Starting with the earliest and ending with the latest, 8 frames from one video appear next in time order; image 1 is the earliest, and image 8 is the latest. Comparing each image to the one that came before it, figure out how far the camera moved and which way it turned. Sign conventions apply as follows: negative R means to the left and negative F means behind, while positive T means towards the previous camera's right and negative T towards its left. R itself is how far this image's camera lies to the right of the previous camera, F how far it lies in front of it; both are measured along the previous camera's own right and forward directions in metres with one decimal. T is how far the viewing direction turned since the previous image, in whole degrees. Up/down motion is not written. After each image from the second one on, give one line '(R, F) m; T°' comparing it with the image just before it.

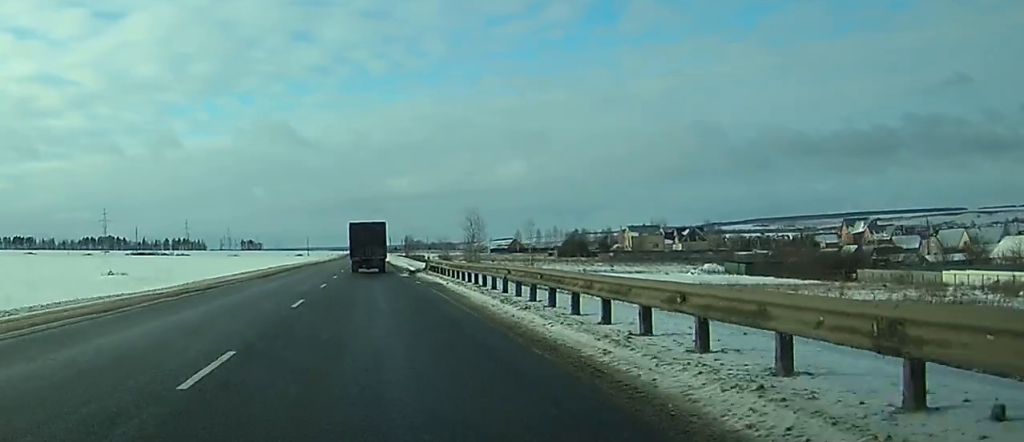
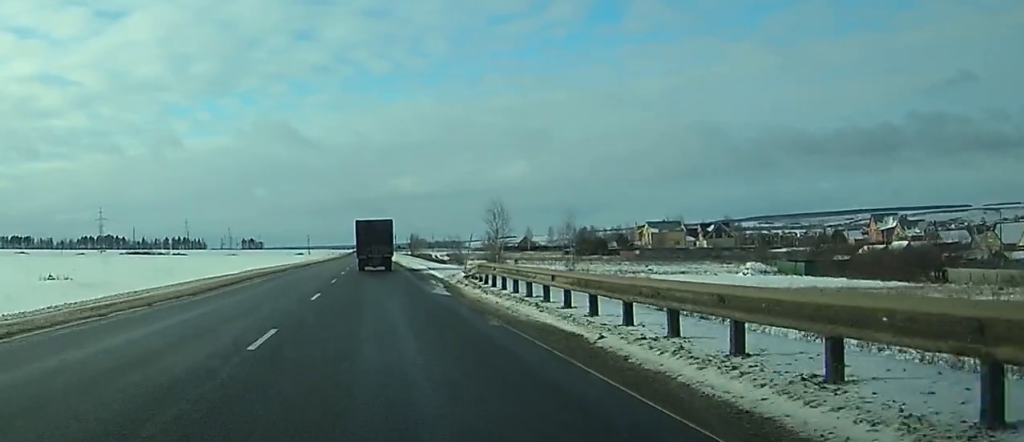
(0.0, +20.7) m; 0°
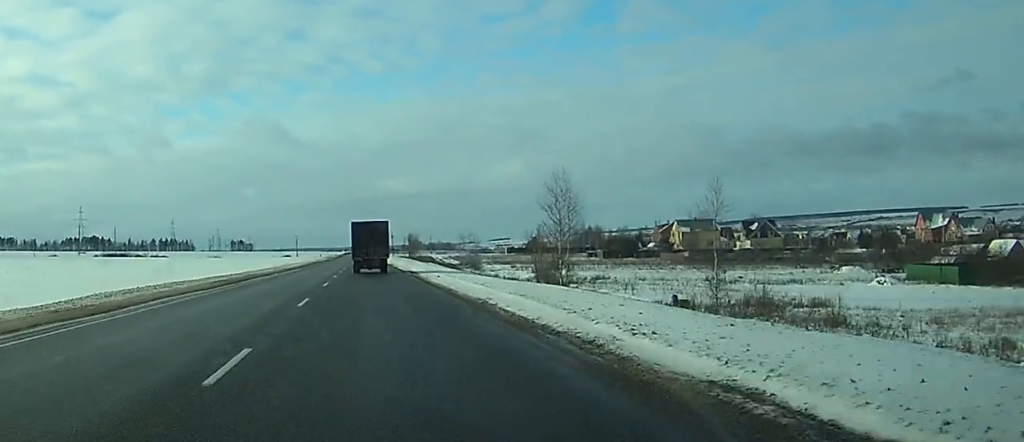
(+0.4, +39.4) m; +1°
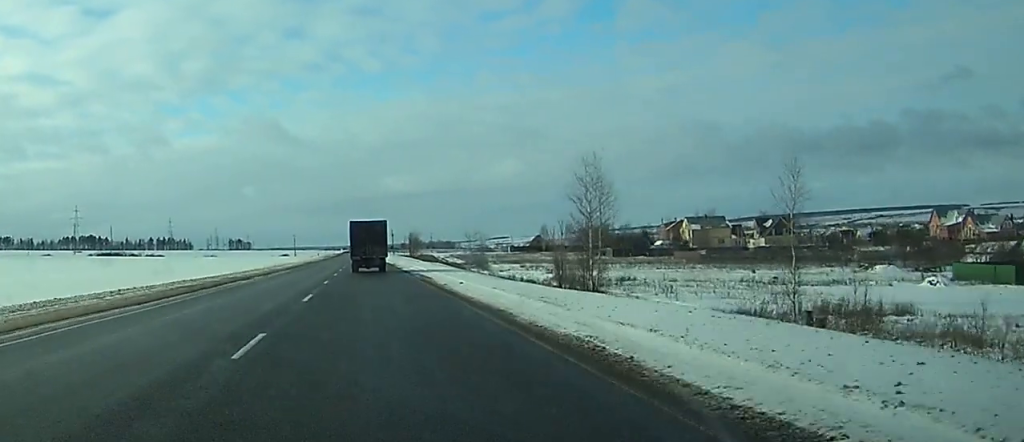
(+0.1, +10.1) m; 0°
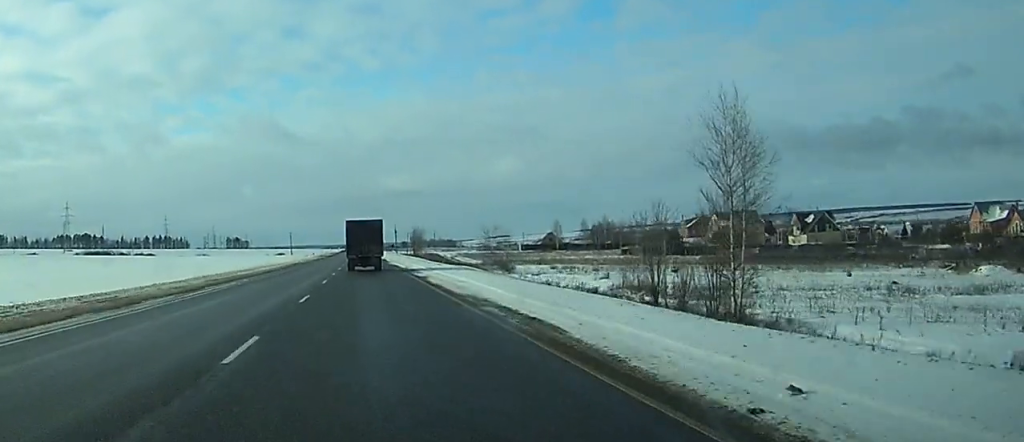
(0.0, +24.7) m; 0°
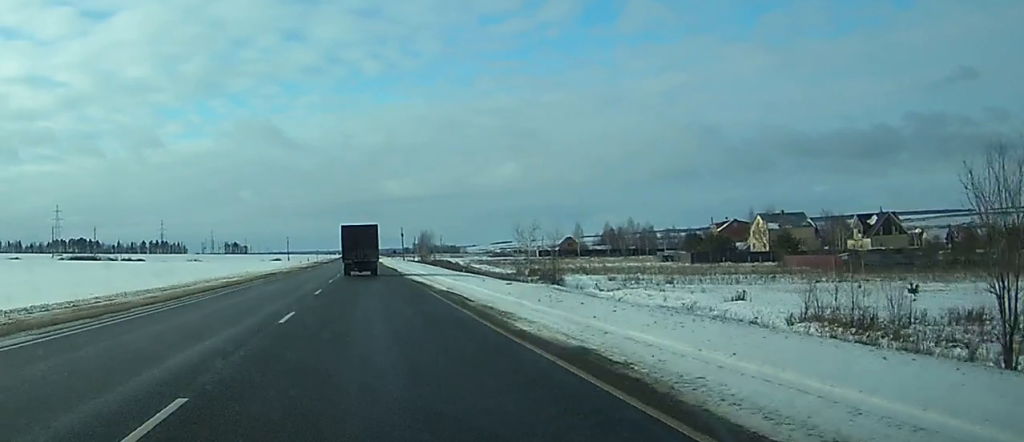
(0.0, +29.0) m; 0°
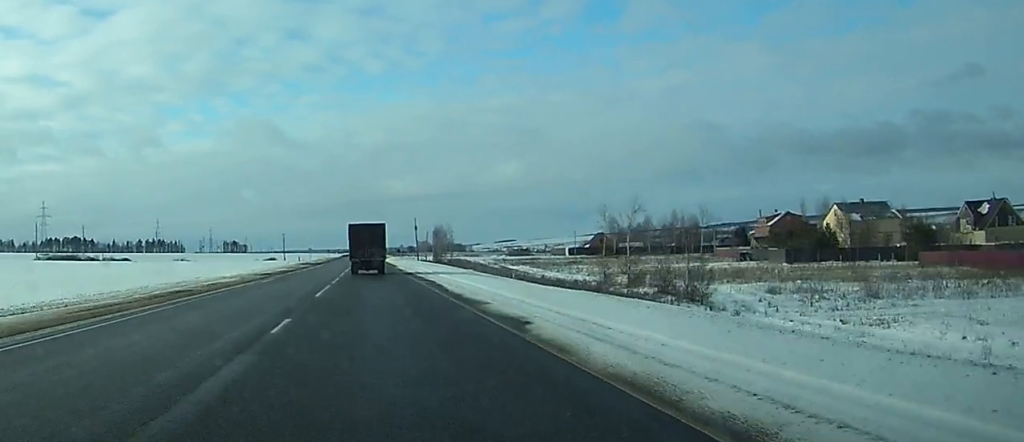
(+0.5, +37.8) m; +1°
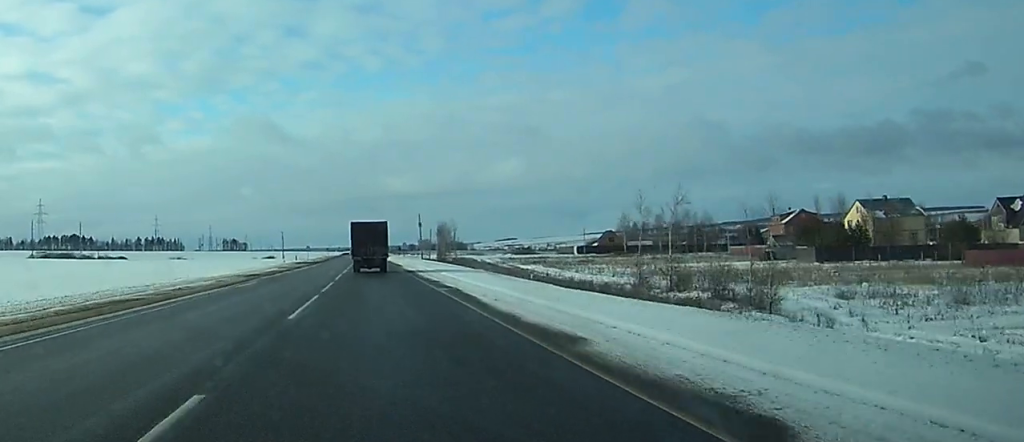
(+0.1, +9.0) m; 0°
